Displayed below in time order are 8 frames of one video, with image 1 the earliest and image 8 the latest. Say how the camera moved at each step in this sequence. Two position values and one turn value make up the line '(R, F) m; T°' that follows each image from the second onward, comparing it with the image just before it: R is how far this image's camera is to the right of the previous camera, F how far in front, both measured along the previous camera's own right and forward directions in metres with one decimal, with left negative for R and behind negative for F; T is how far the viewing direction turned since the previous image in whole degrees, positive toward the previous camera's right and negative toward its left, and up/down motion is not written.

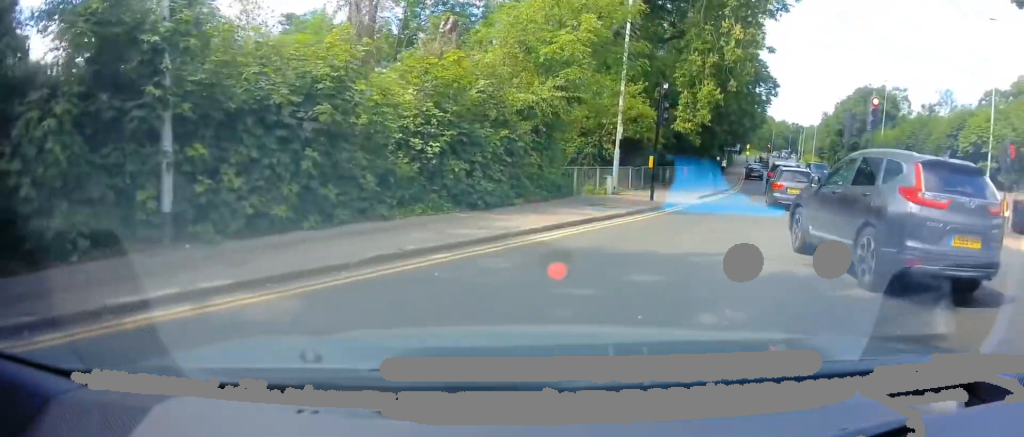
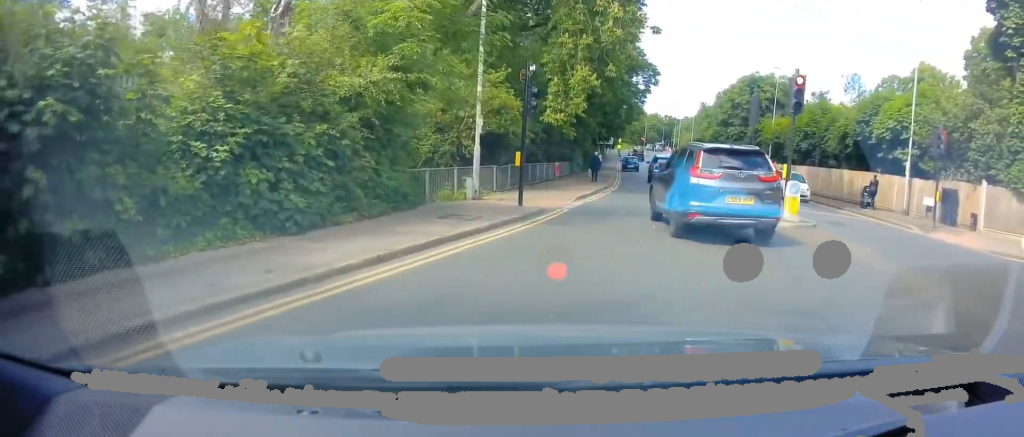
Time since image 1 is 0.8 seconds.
(+0.5, +3.0) m; +12°
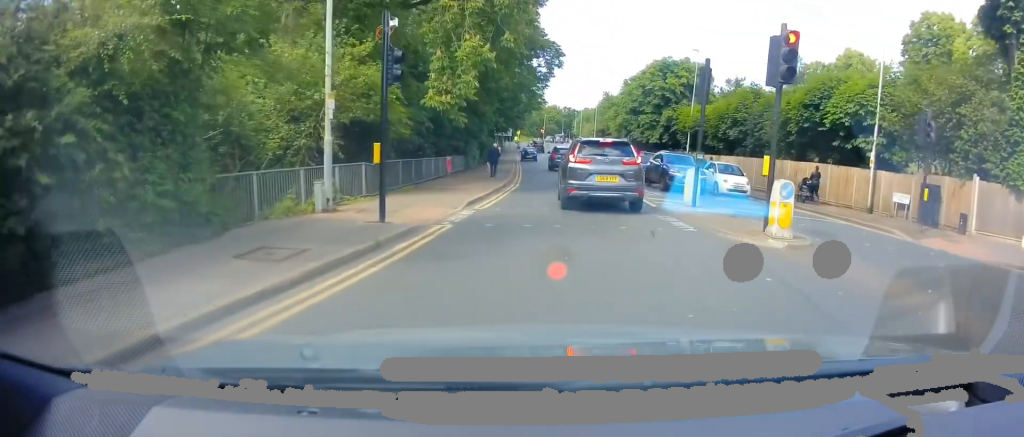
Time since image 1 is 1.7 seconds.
(+0.3, +4.3) m; +8°
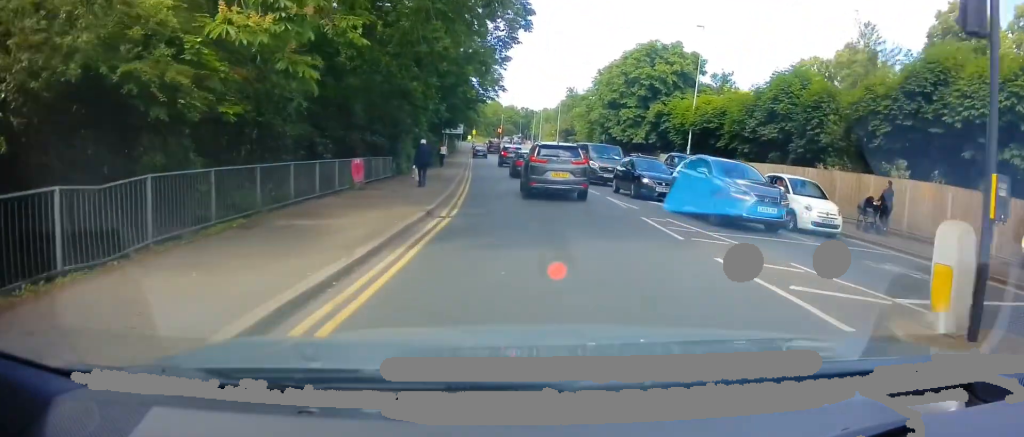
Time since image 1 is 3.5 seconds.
(+1.2, +10.0) m; +8°
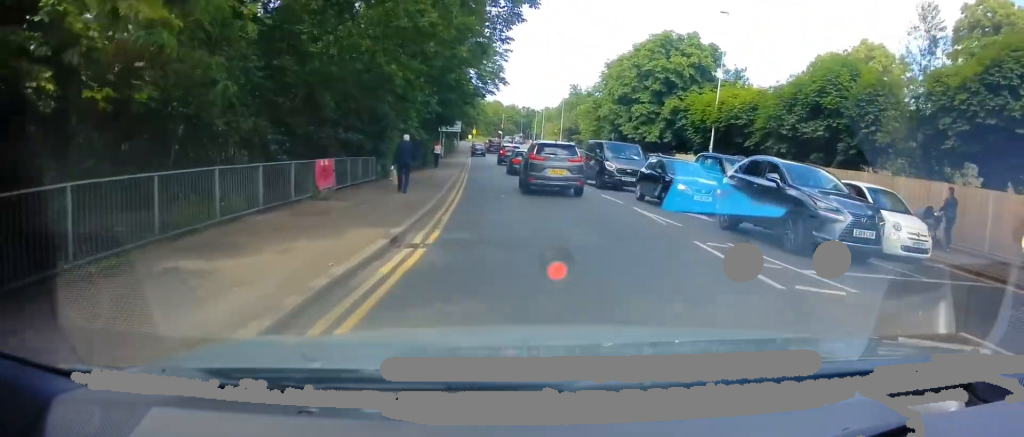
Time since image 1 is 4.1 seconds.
(0.0, +3.8) m; -1°
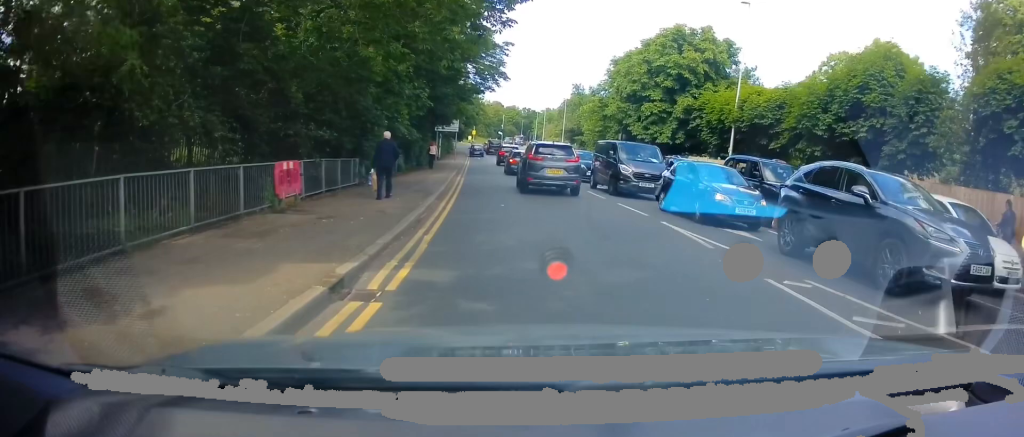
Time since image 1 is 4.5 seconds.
(-0.1, +2.9) m; -1°
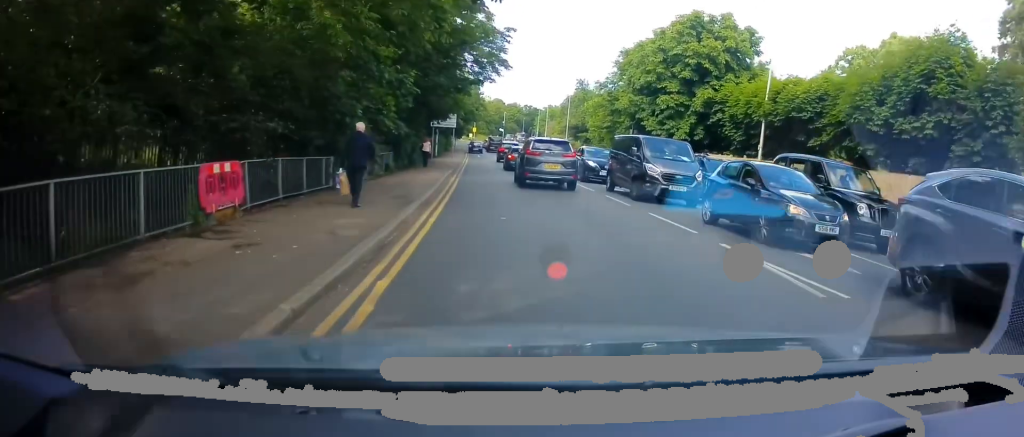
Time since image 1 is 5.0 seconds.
(-0.1, +3.4) m; -1°
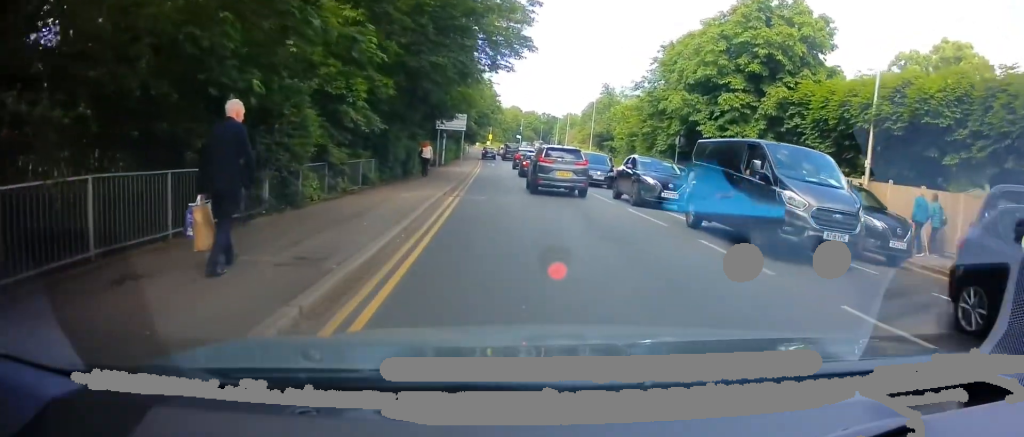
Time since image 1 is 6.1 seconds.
(0.0, +7.2) m; 0°
